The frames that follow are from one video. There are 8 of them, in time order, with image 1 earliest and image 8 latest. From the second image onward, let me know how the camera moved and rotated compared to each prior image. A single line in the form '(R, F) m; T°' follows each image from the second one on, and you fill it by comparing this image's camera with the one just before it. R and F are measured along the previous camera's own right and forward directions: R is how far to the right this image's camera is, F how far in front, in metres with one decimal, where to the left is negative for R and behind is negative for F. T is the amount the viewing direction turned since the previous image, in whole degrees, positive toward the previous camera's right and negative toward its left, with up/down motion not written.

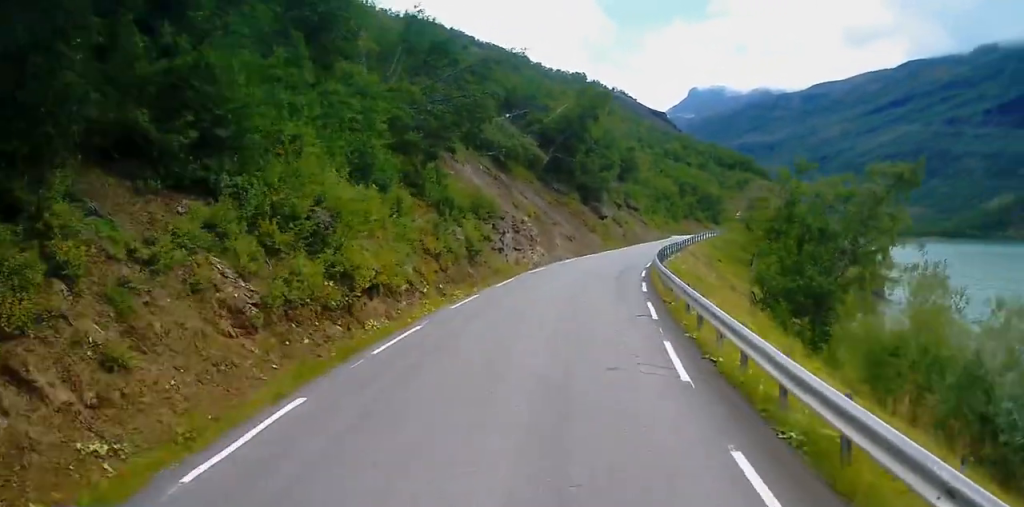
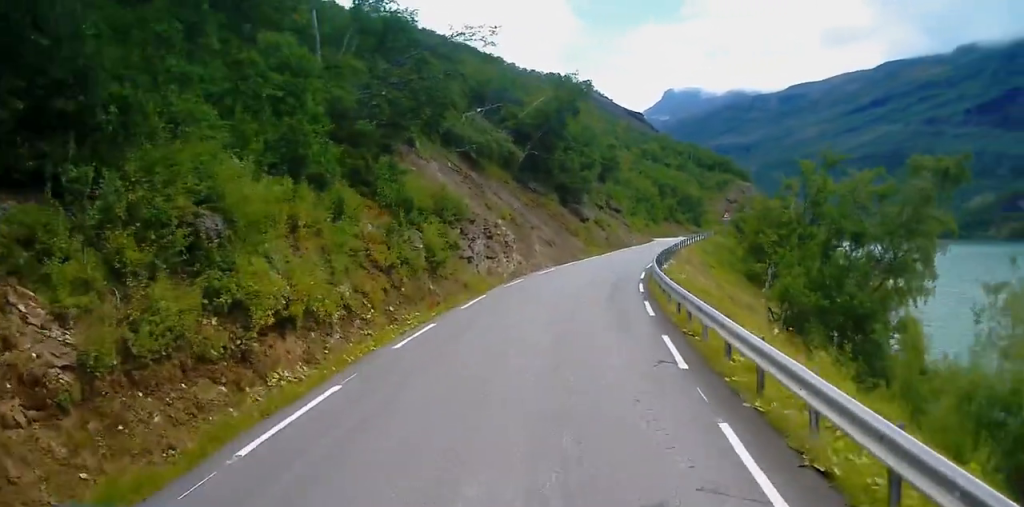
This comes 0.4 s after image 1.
(0.0, +5.1) m; +2°
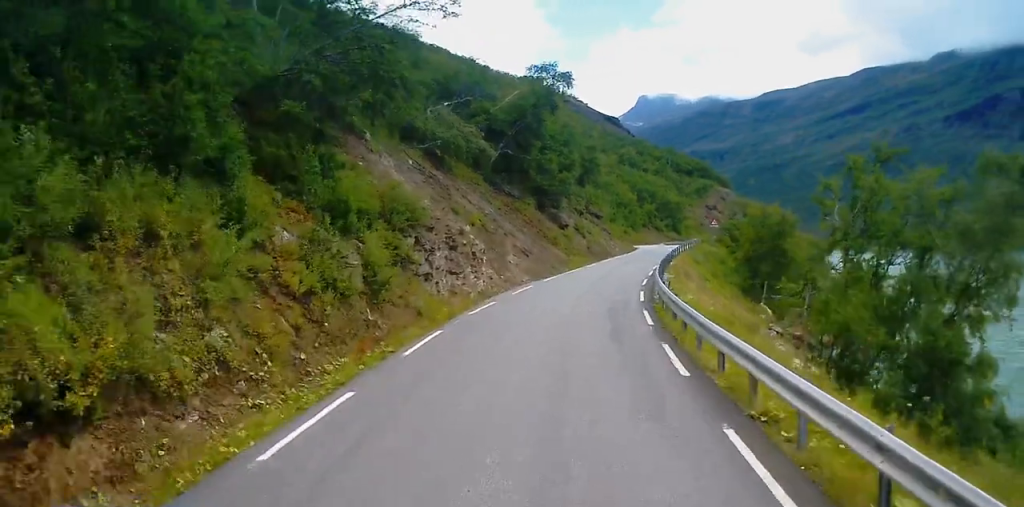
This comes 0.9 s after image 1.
(+0.2, +5.9) m; +3°
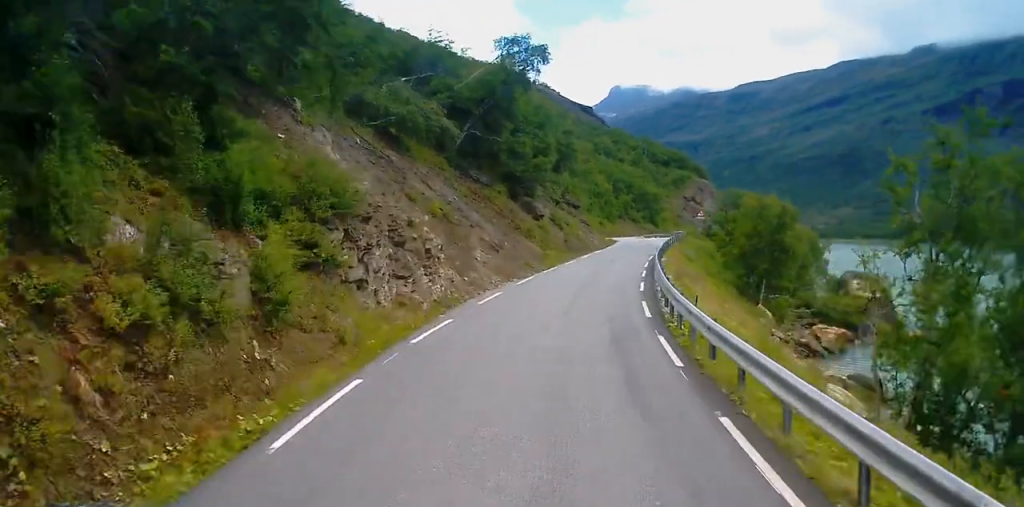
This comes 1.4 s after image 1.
(0.0, +5.9) m; +3°
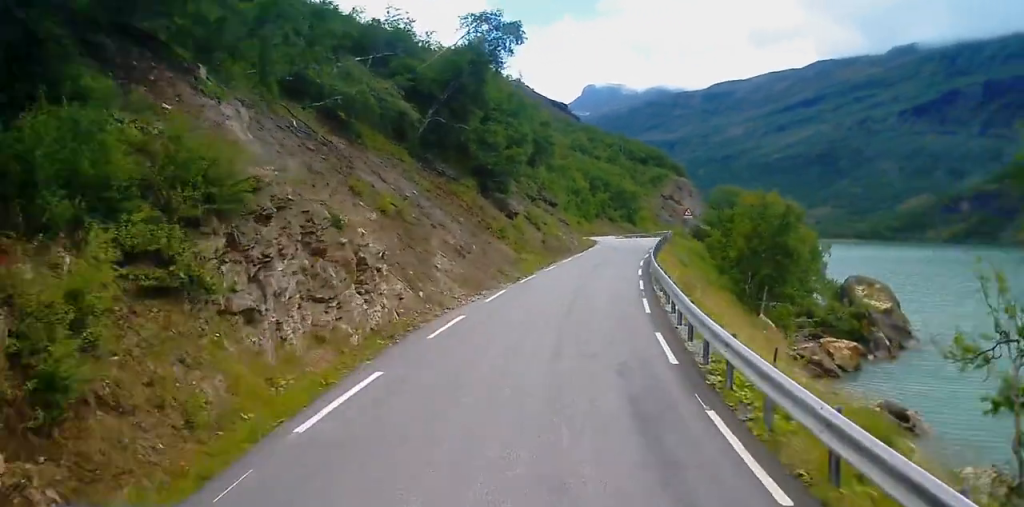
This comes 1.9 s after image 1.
(+0.3, +5.7) m; +1°
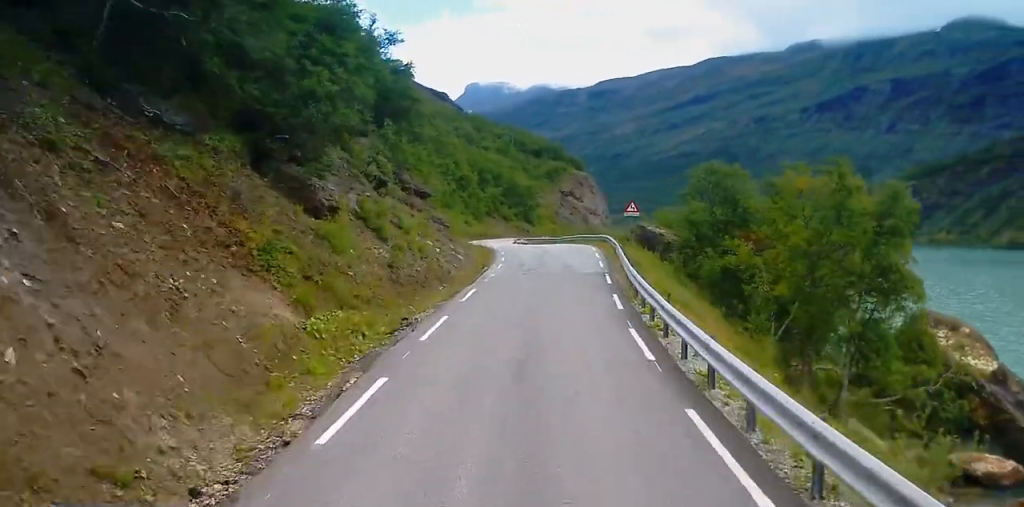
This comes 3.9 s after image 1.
(+1.2, +24.0) m; +6°
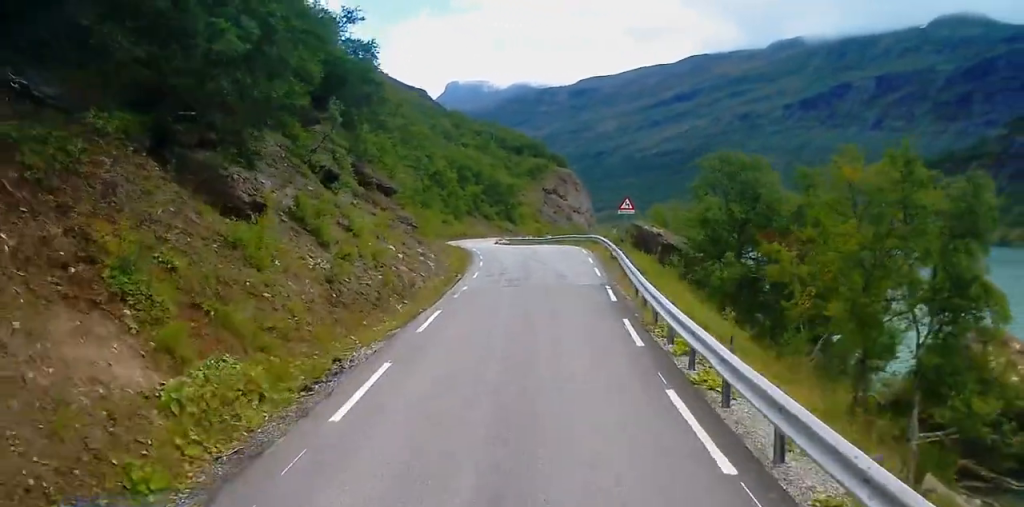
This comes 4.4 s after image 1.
(+0.1, +5.2) m; +1°
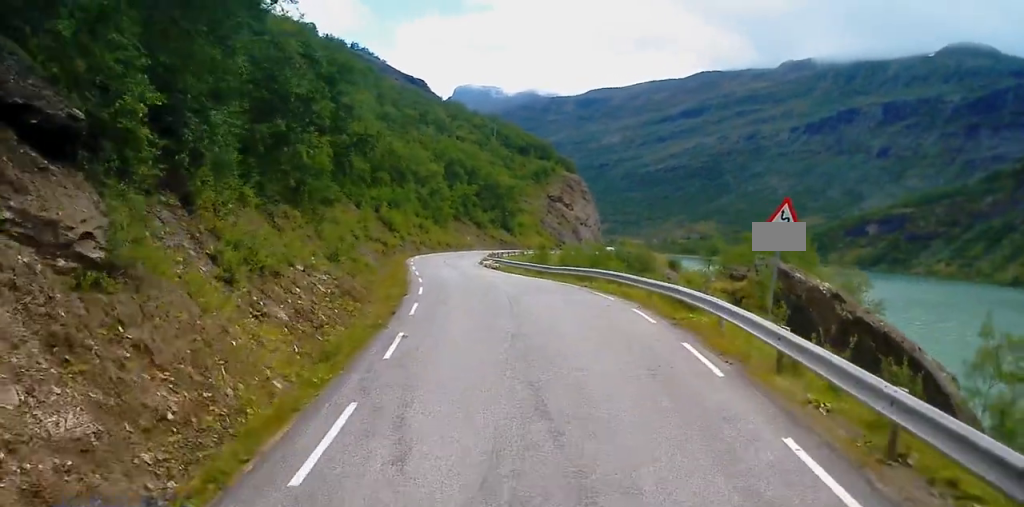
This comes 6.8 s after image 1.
(-0.3, +25.4) m; -4°
